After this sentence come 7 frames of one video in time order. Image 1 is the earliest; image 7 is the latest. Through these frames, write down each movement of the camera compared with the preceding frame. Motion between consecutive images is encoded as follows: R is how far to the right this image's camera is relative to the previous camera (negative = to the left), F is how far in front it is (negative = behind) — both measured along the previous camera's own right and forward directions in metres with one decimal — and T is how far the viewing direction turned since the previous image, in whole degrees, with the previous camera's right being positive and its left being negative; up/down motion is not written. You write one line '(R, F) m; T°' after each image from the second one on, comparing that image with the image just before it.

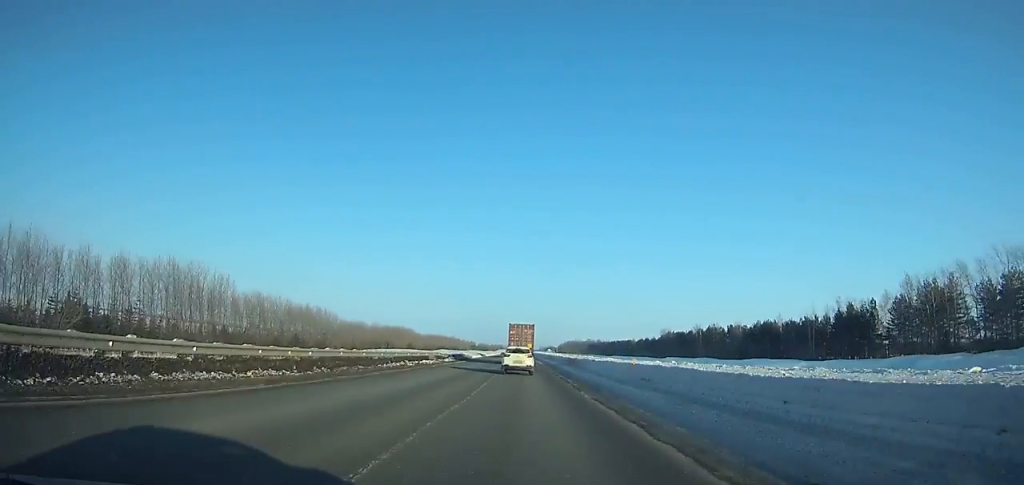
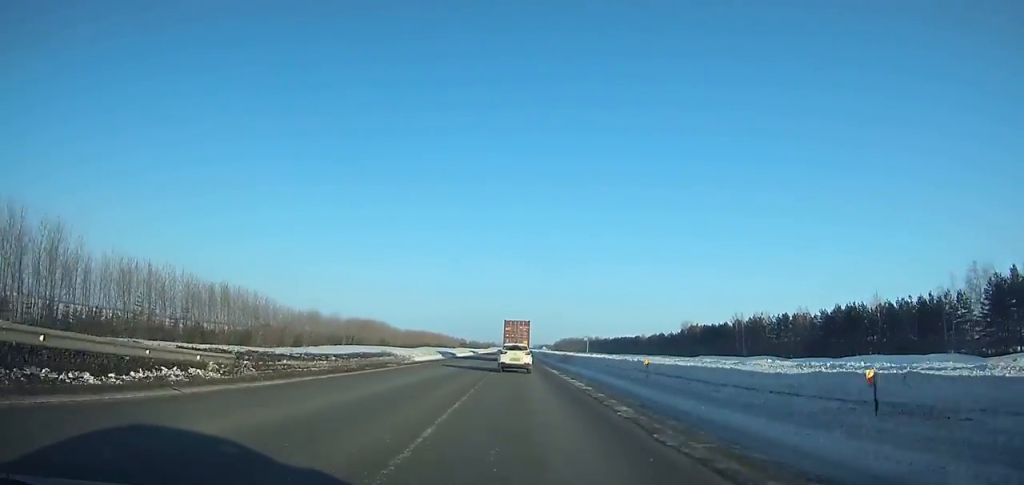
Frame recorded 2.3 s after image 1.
(0.0, +49.0) m; 0°
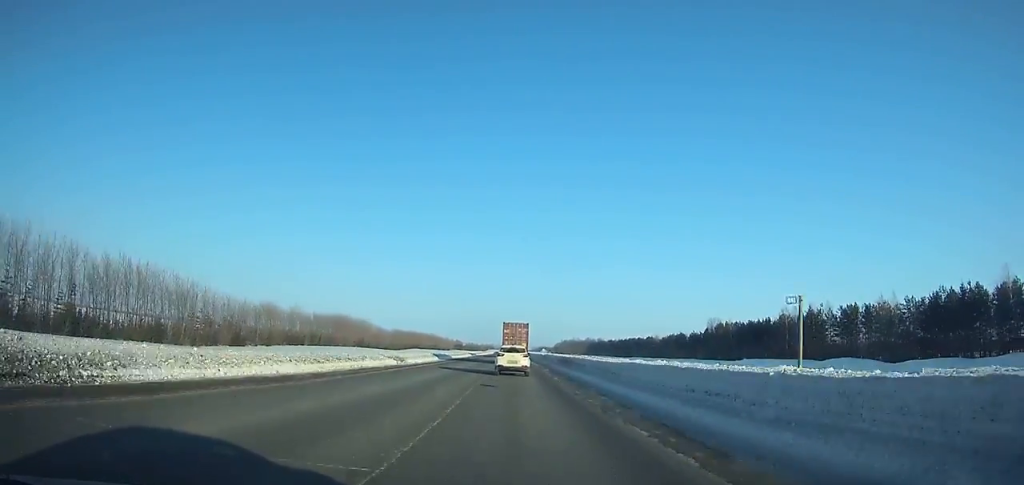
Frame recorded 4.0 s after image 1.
(0.0, +36.4) m; 0°
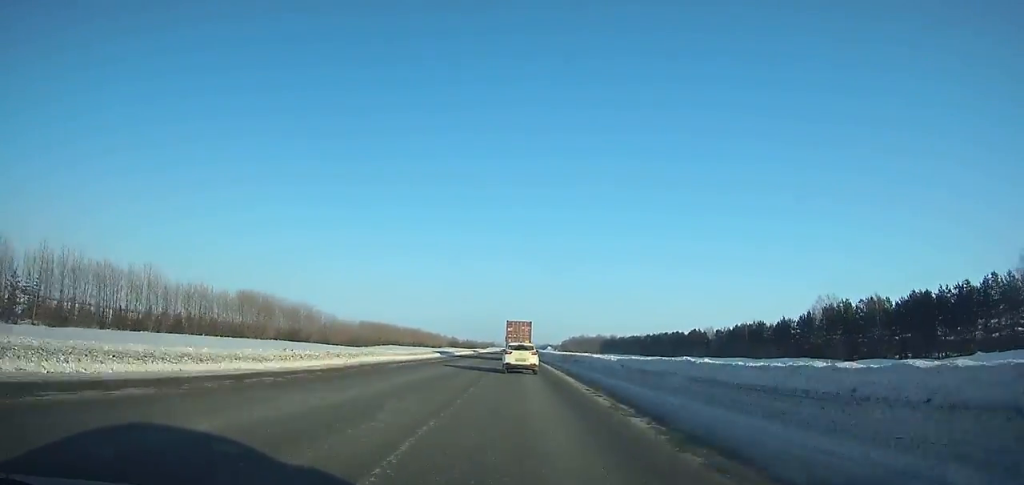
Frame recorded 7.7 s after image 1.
(+0.2, +78.8) m; 0°
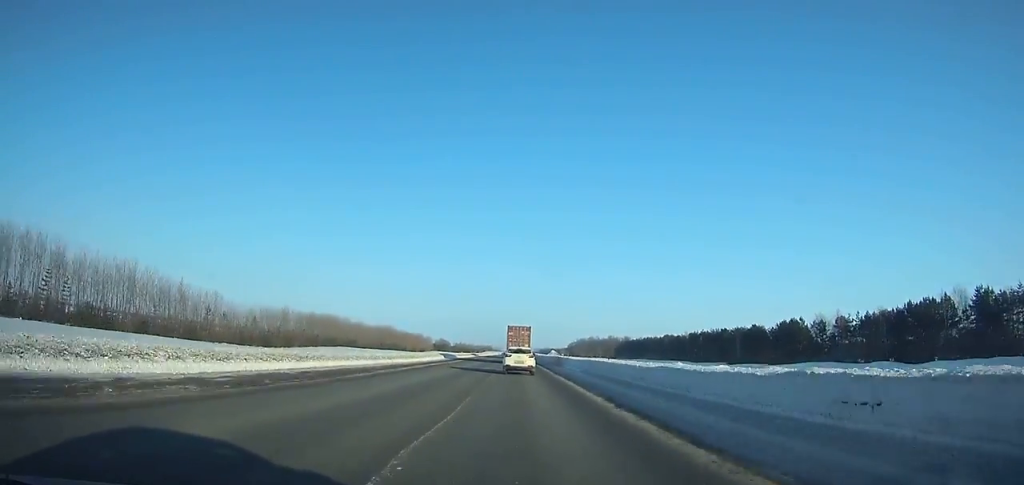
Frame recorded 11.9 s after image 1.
(-0.2, +89.6) m; 0°
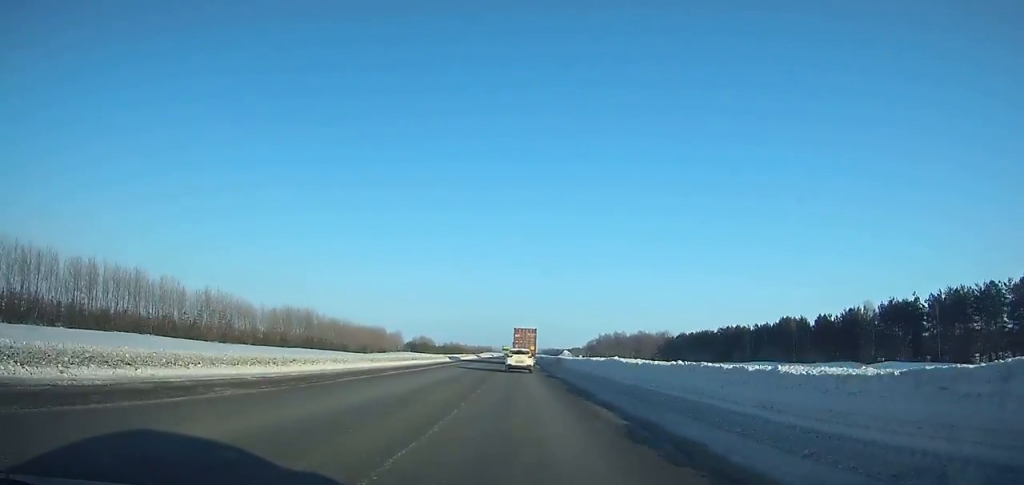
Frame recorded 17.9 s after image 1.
(+0.1, +129.9) m; 0°
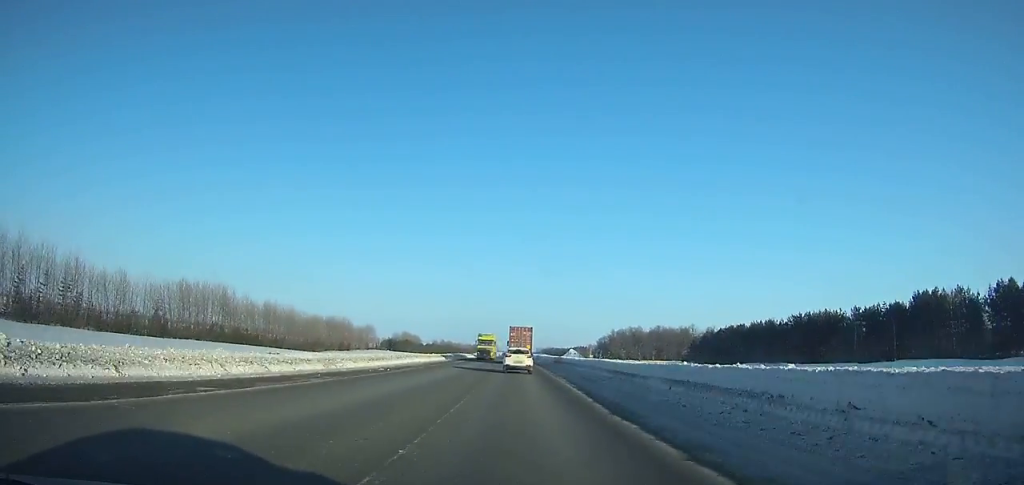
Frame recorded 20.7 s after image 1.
(0.0, +61.6) m; 0°
